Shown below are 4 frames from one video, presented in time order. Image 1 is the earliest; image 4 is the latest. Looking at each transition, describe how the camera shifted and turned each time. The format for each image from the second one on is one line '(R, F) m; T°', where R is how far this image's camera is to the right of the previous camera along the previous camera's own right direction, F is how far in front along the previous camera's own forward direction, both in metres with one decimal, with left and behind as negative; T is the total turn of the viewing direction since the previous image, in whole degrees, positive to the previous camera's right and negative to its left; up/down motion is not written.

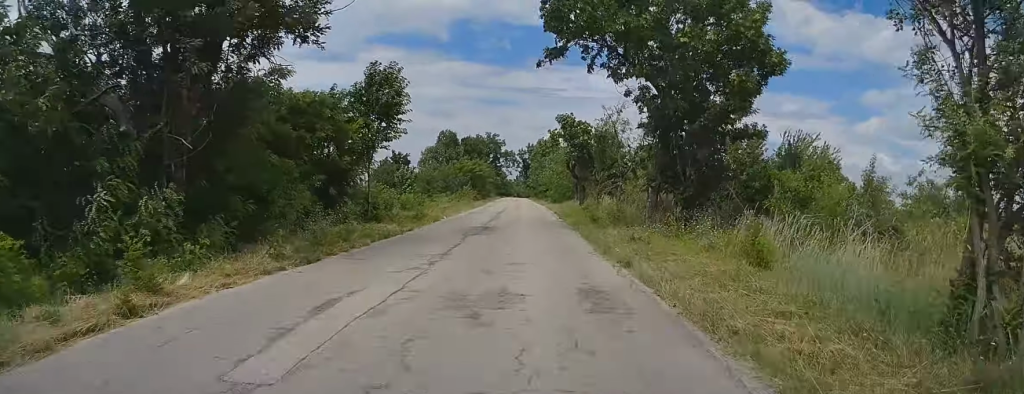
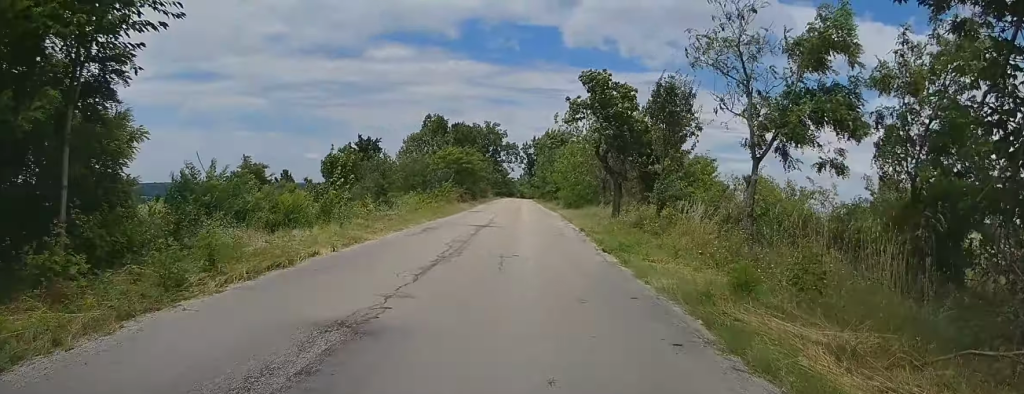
(-0.1, +18.7) m; 0°
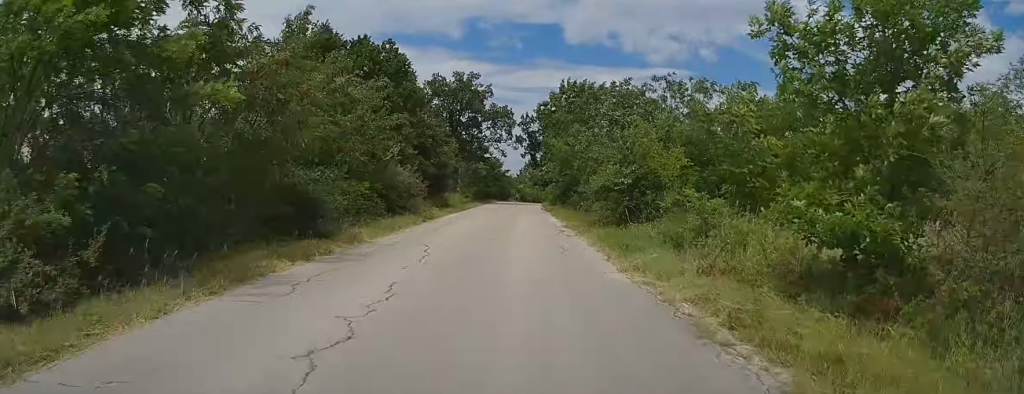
(-0.4, +46.4) m; -1°
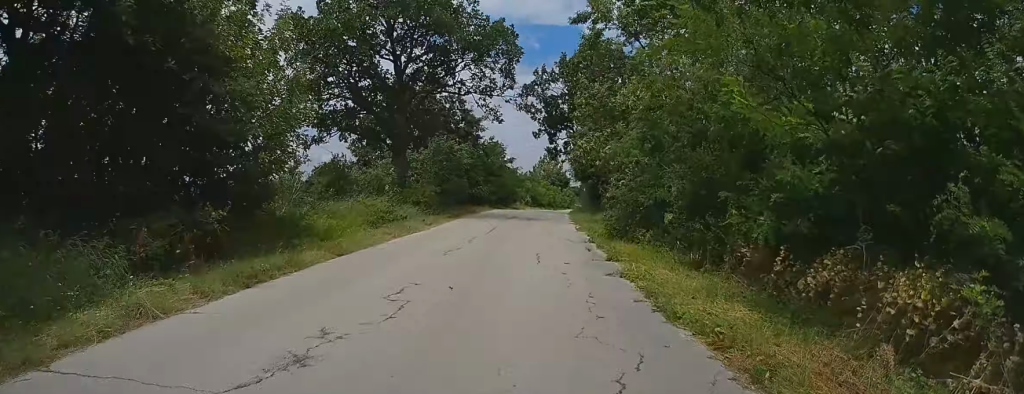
(+0.2, +31.7) m; 0°
